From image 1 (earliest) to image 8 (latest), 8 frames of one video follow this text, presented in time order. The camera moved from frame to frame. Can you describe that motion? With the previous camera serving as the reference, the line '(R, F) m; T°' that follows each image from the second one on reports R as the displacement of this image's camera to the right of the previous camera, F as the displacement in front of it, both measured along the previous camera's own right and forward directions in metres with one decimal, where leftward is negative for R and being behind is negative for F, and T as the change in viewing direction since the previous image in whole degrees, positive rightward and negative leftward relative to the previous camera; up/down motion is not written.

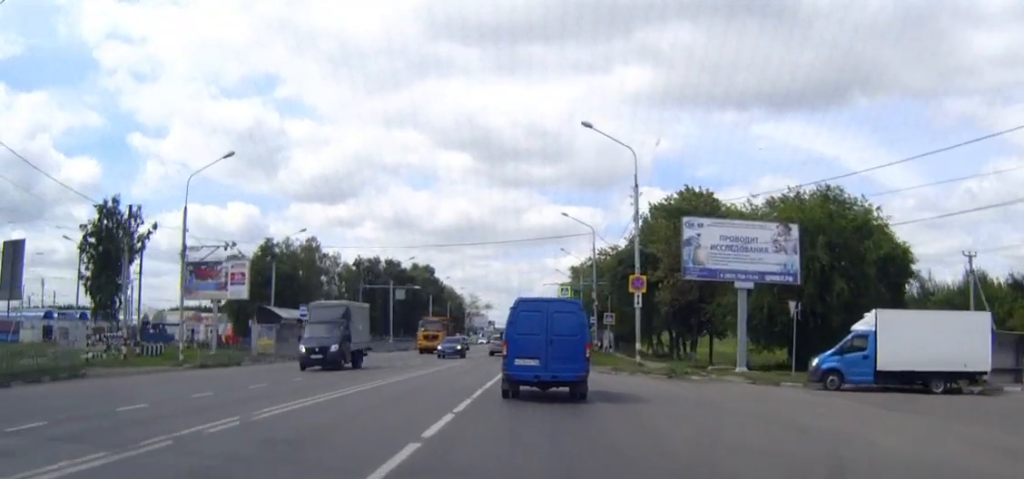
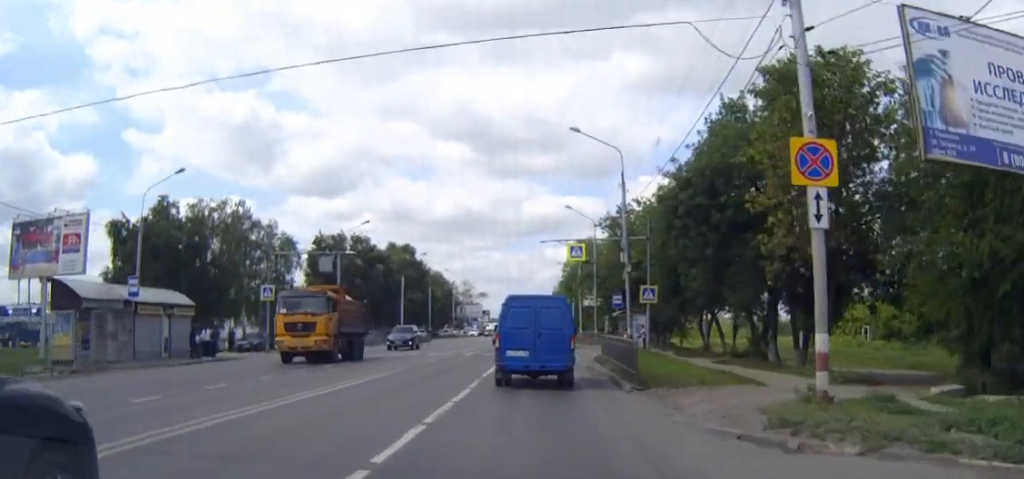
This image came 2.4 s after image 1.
(0.0, +26.5) m; 0°
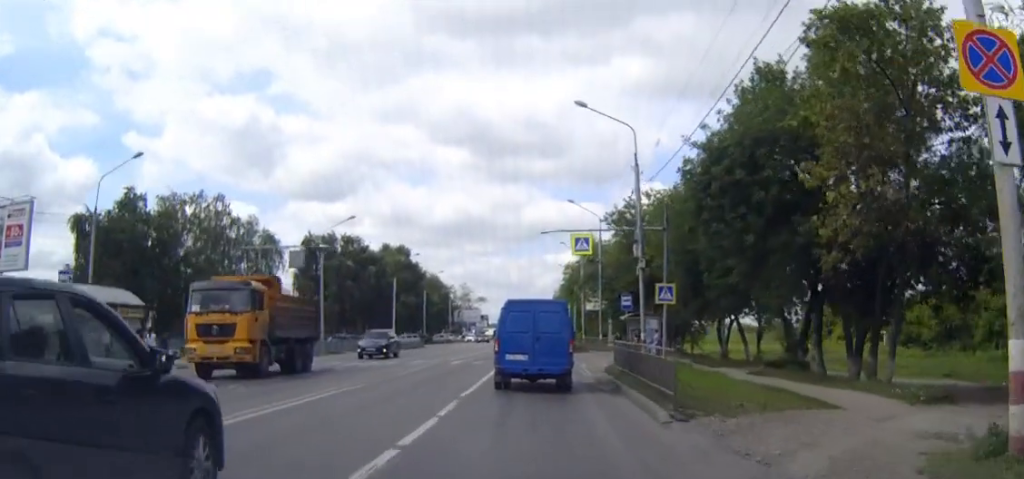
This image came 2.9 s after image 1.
(0.0, +6.0) m; 0°
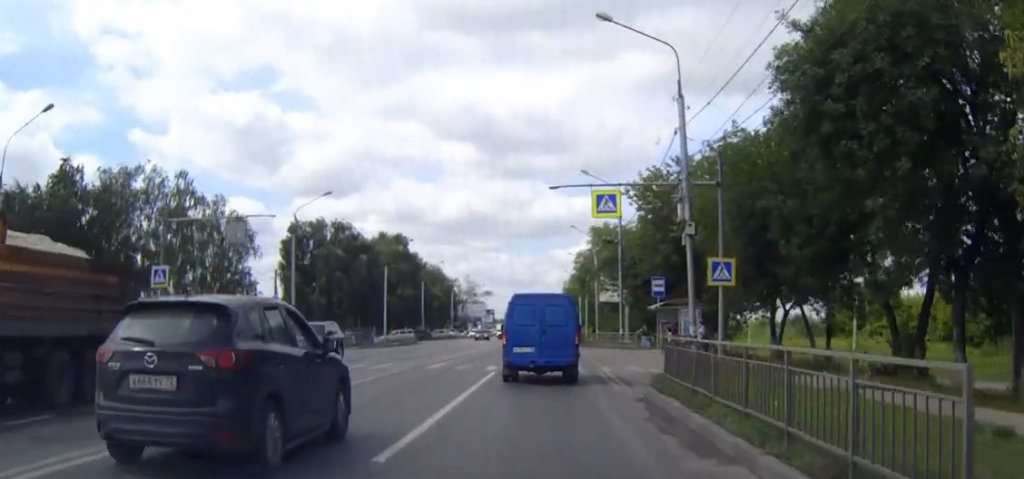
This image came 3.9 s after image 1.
(0.0, +10.6) m; 0°
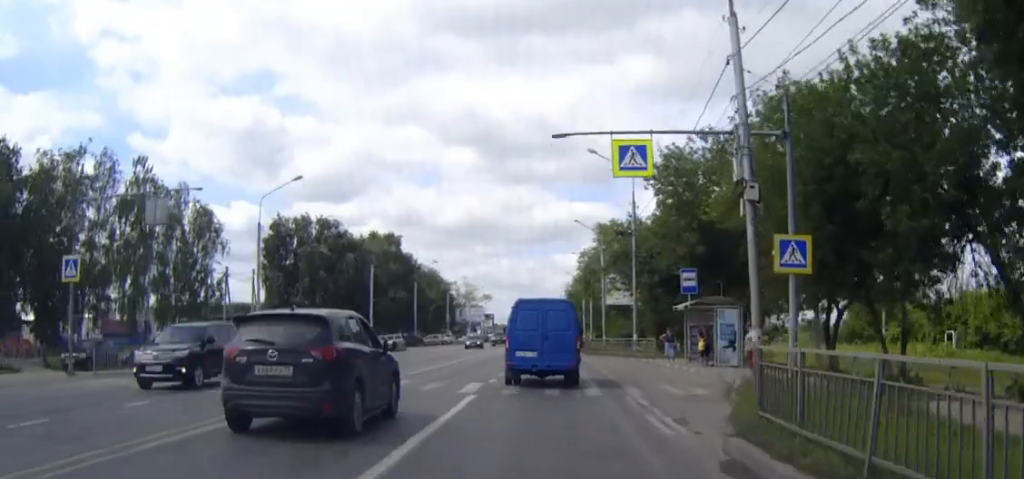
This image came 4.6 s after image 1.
(0.0, +8.0) m; 0°
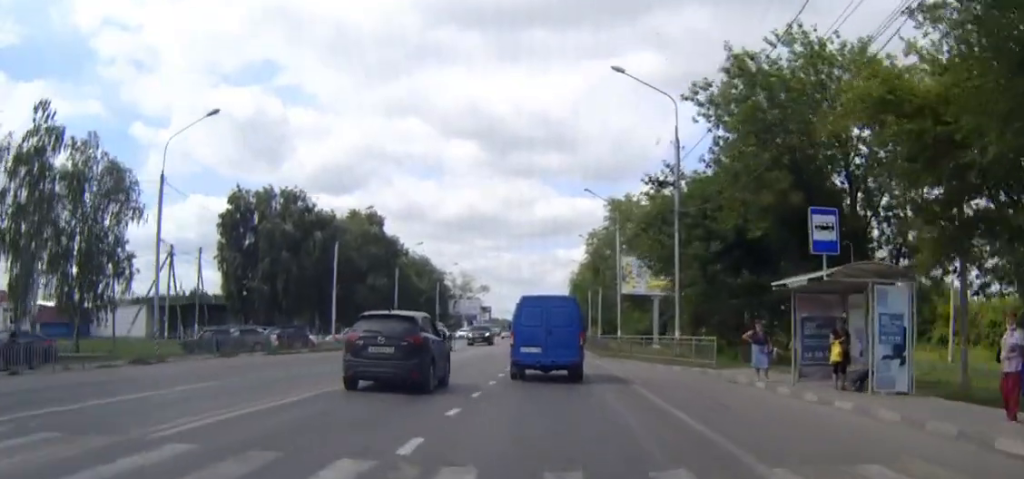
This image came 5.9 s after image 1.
(0.0, +15.0) m; 0°
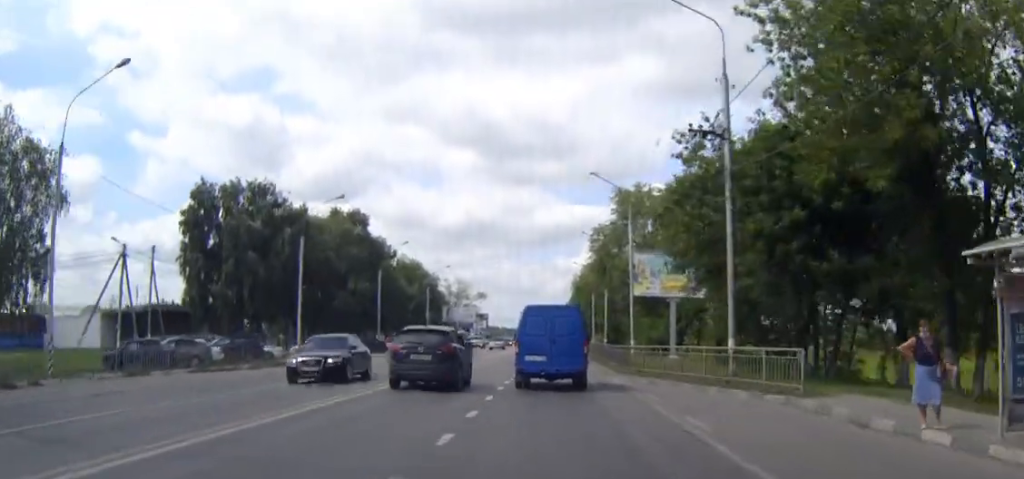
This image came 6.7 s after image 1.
(0.0, +10.1) m; 0°
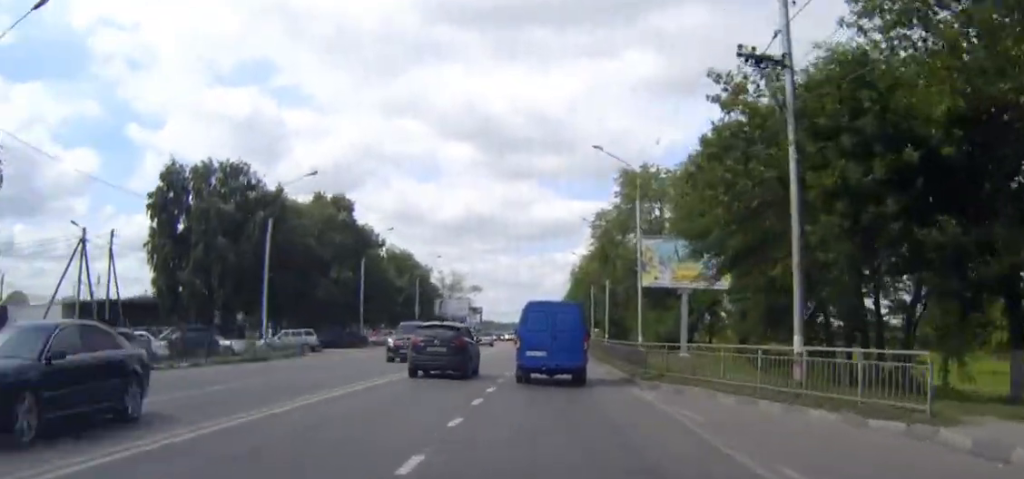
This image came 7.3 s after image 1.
(0.0, +6.7) m; 0°
